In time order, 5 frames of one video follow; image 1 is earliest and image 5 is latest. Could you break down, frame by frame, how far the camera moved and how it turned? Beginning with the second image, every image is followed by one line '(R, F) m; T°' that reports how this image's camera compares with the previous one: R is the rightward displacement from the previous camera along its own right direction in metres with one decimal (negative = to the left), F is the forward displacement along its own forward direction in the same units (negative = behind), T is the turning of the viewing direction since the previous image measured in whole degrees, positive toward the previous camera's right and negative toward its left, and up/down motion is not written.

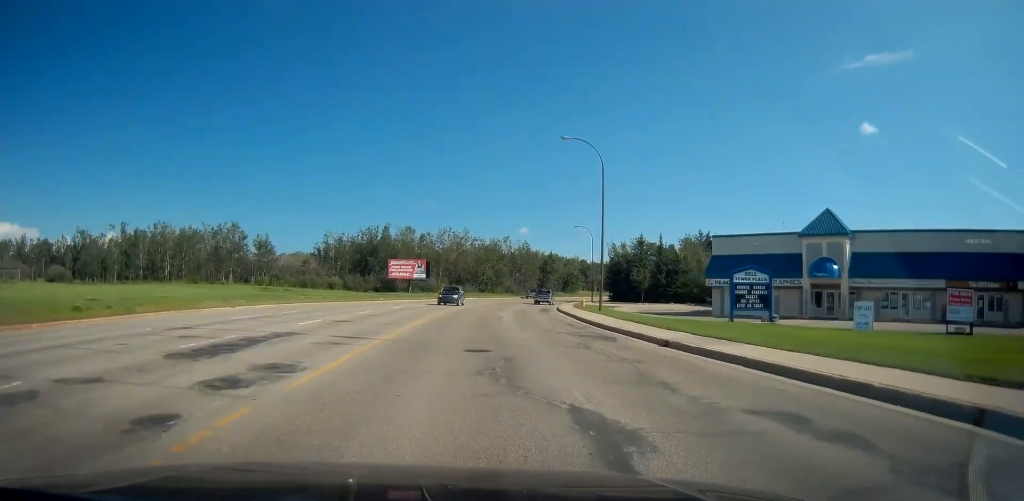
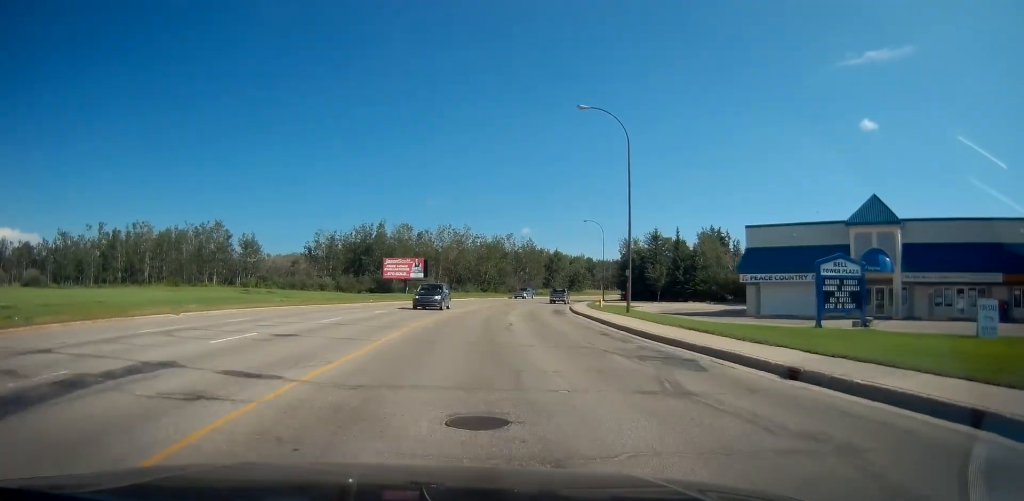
(0.0, +6.9) m; +1°
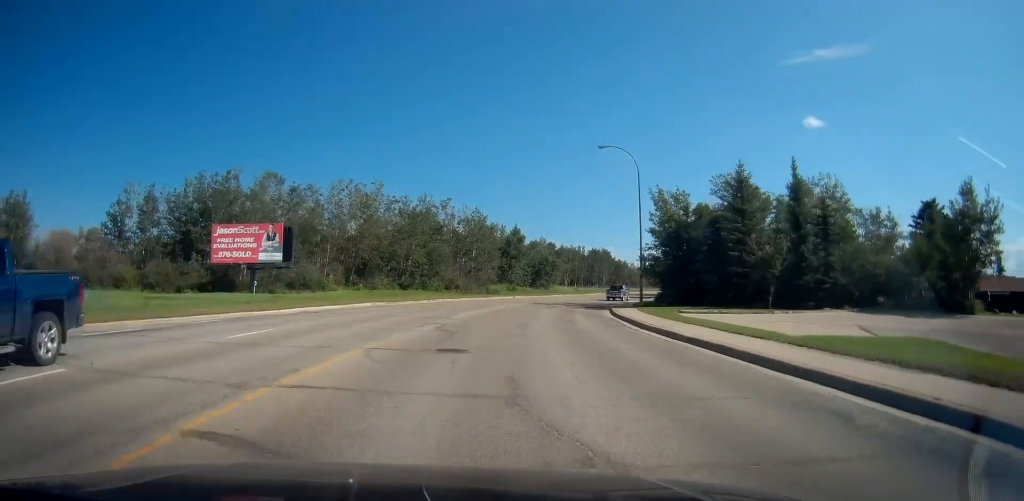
(+1.8, +43.4) m; +6°
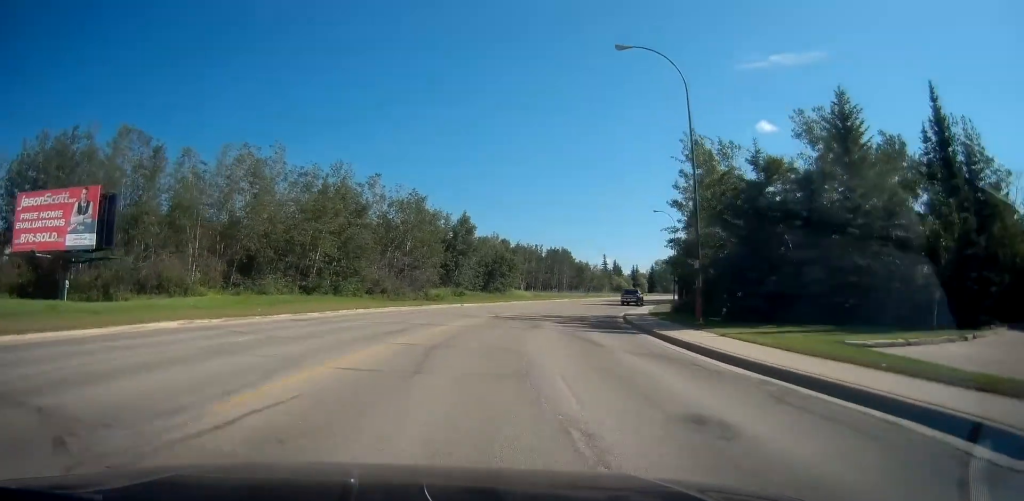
(+1.3, +19.4) m; +6°
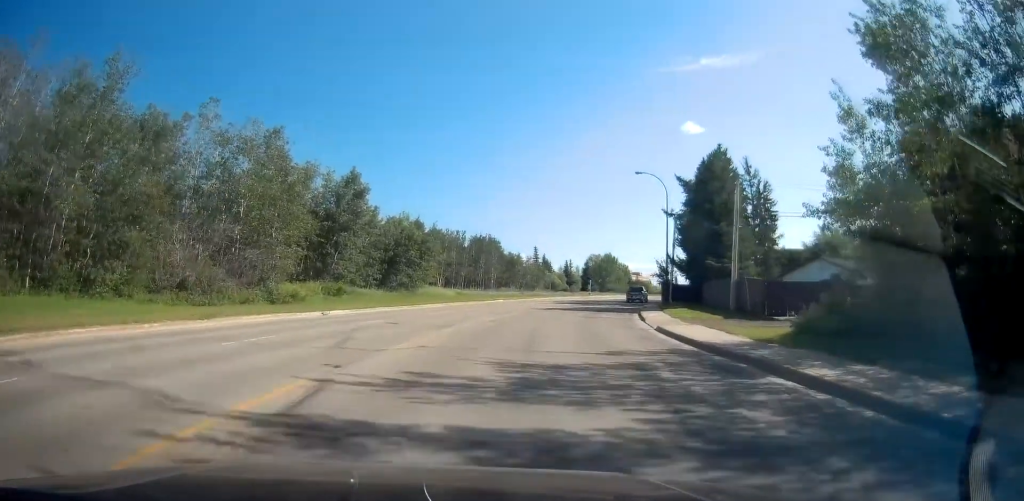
(+1.0, +25.2) m; +6°
